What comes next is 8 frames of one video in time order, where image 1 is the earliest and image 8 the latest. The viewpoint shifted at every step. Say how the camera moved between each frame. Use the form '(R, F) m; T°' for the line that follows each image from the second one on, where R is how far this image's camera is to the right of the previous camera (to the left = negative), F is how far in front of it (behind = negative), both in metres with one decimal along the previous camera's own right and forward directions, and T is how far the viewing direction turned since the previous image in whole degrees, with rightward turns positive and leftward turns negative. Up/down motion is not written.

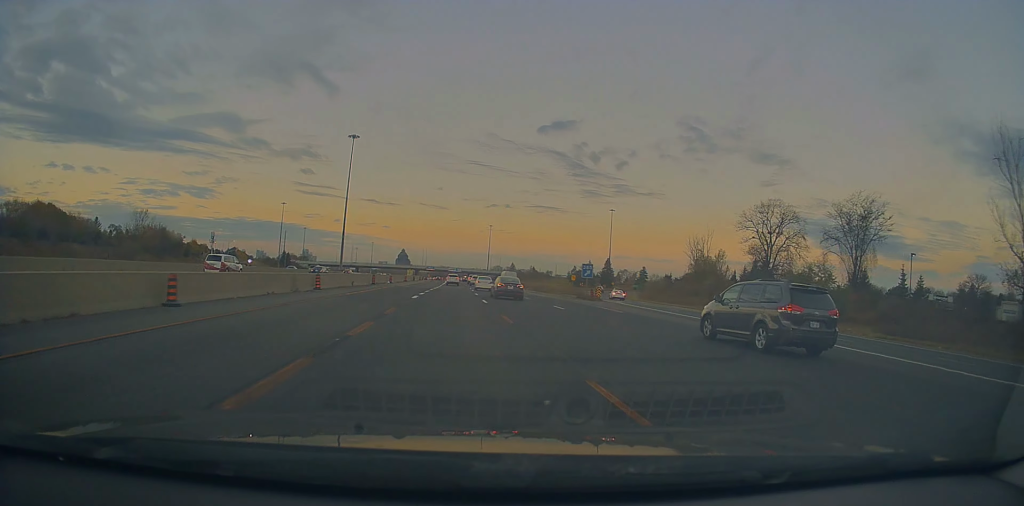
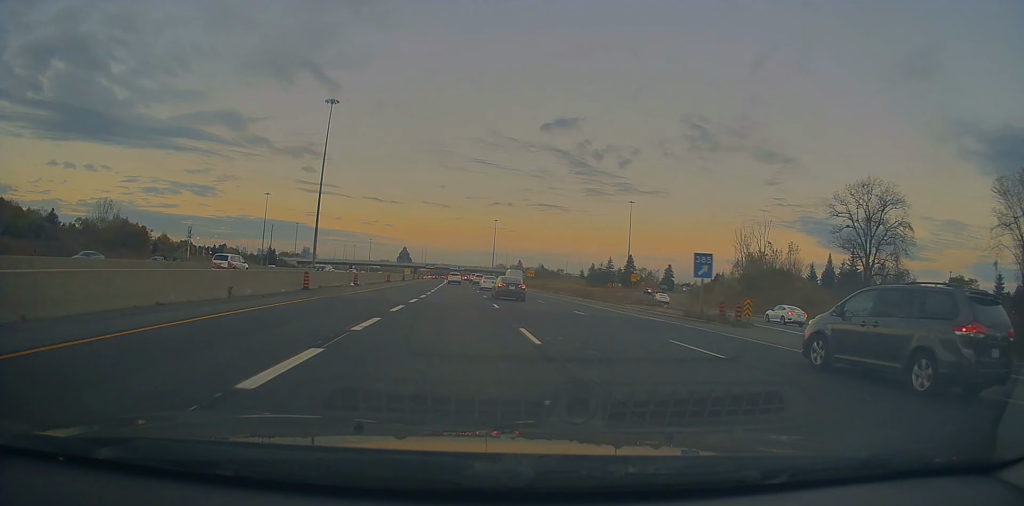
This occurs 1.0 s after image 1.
(-0.4, +29.2) m; +1°
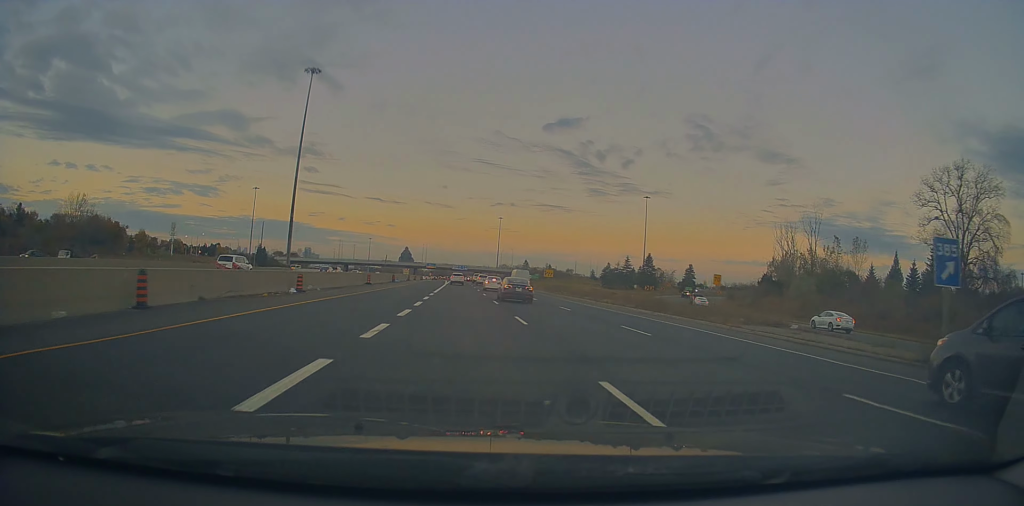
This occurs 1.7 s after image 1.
(+0.5, +19.2) m; 0°
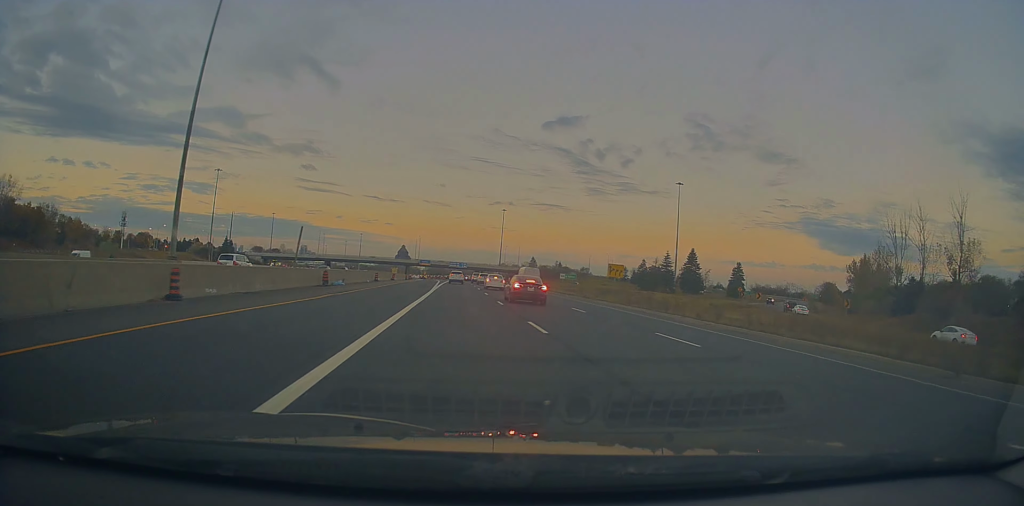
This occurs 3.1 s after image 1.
(-0.3, +39.9) m; -1°
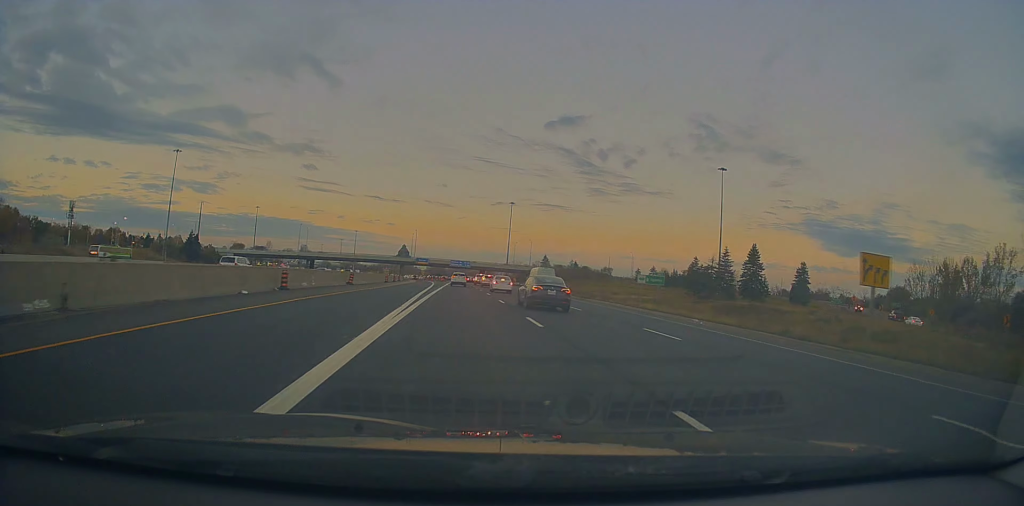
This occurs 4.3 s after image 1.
(+0.4, +35.3) m; 0°
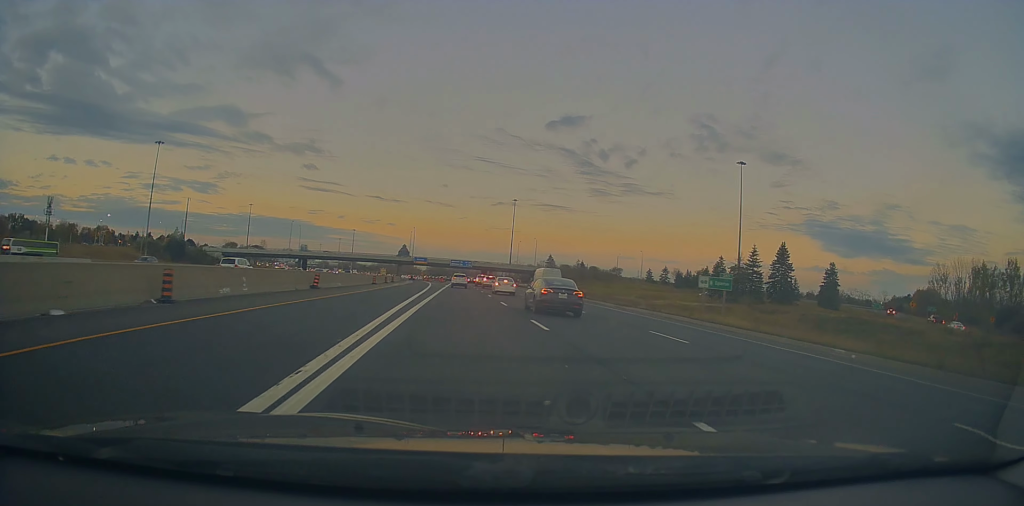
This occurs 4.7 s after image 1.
(-0.2, +12.6) m; 0°
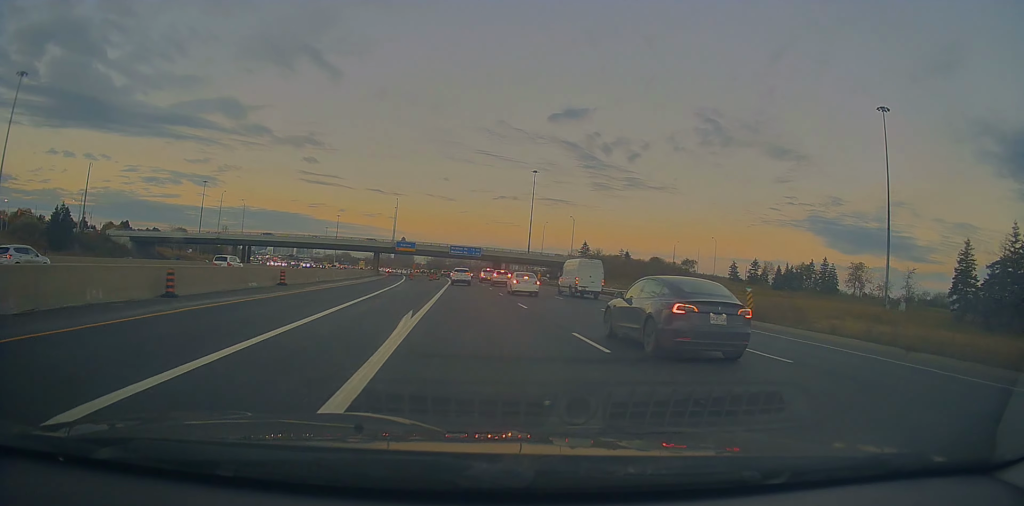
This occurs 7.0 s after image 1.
(+0.4, +65.5) m; 0°
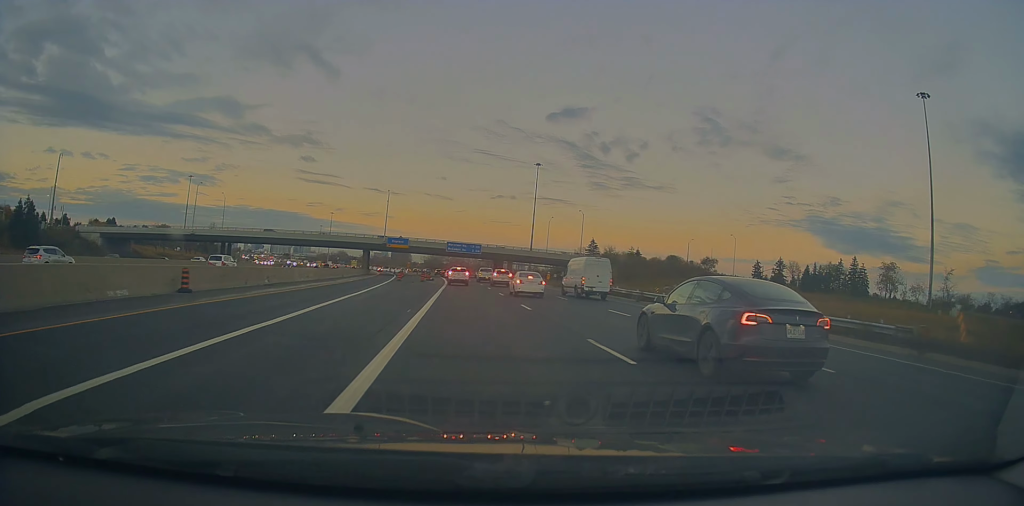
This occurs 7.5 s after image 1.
(0.0, +13.6) m; 0°
